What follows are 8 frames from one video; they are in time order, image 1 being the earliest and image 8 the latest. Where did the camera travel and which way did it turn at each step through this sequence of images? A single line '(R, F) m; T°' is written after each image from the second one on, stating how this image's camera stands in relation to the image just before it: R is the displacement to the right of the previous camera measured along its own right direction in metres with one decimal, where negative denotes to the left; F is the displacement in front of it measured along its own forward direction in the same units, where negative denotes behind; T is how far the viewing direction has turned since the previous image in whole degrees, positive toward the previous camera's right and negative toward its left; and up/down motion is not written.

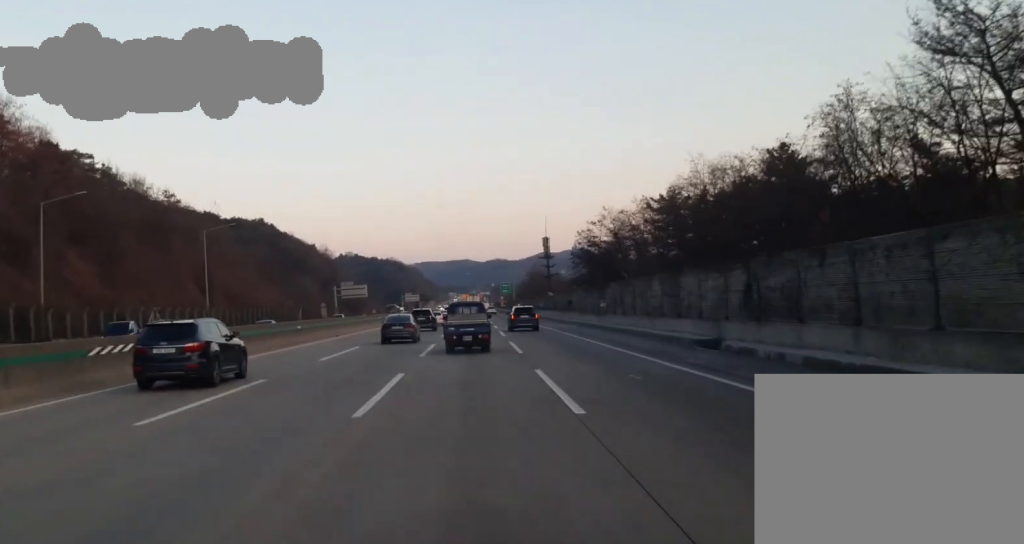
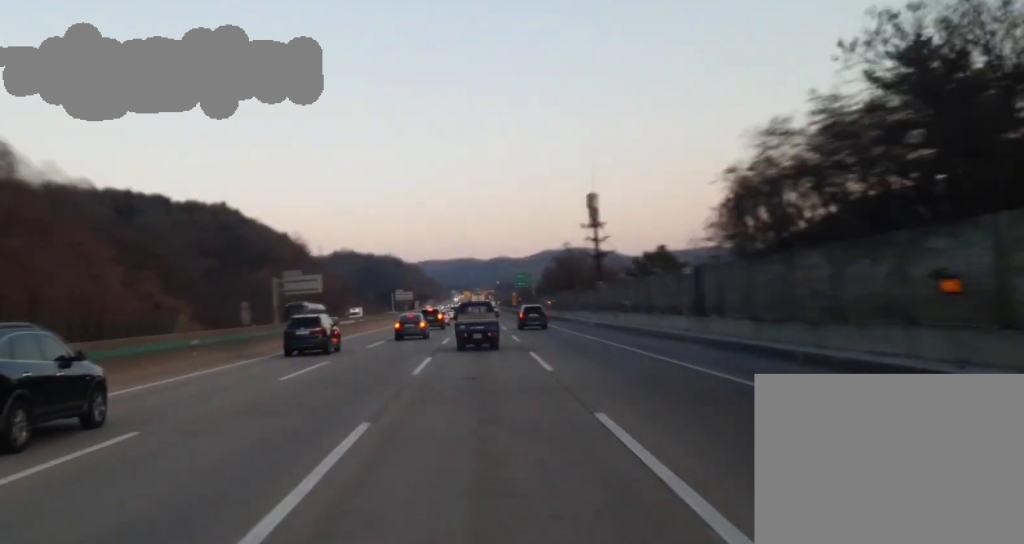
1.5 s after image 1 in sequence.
(0.0, +69.5) m; 0°
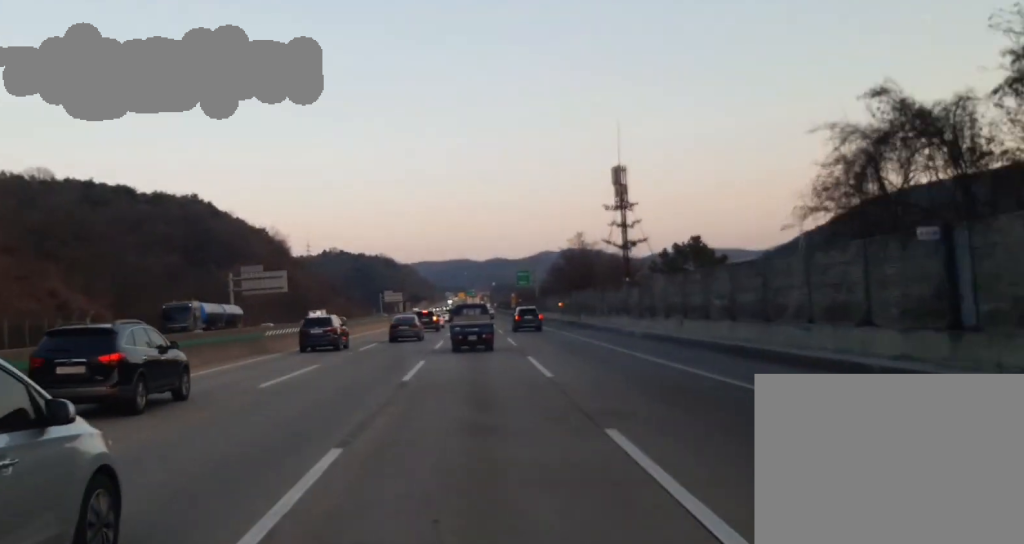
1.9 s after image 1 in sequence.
(-0.1, +22.1) m; 0°
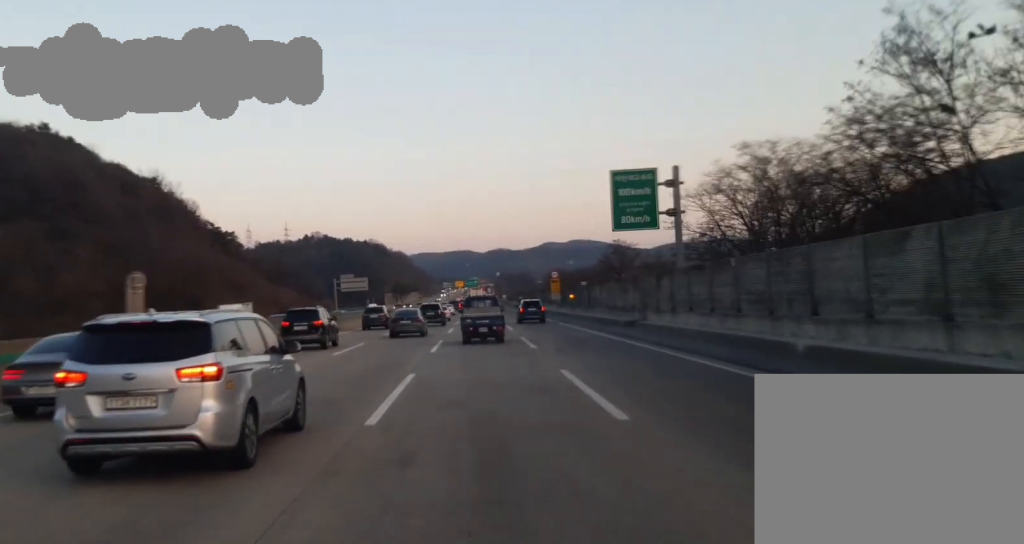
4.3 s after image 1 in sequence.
(-0.4, +112.1) m; 0°
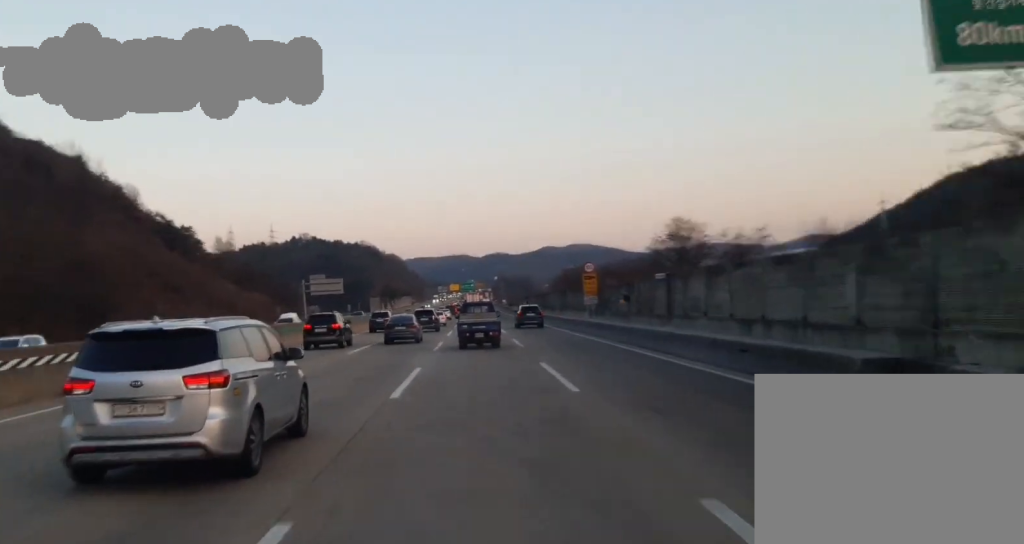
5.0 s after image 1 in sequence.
(0.0, +34.8) m; 0°
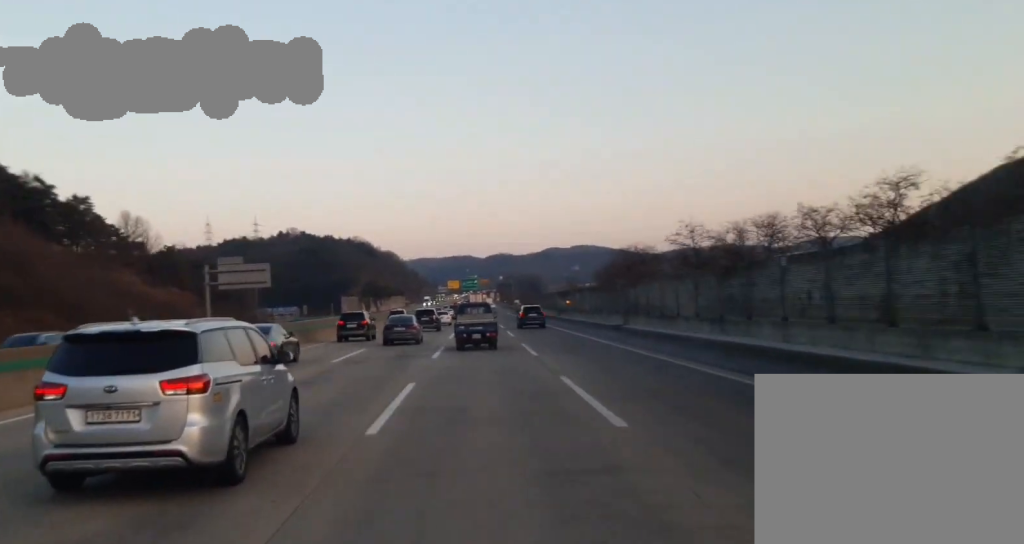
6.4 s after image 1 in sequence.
(0.0, +66.6) m; 0°
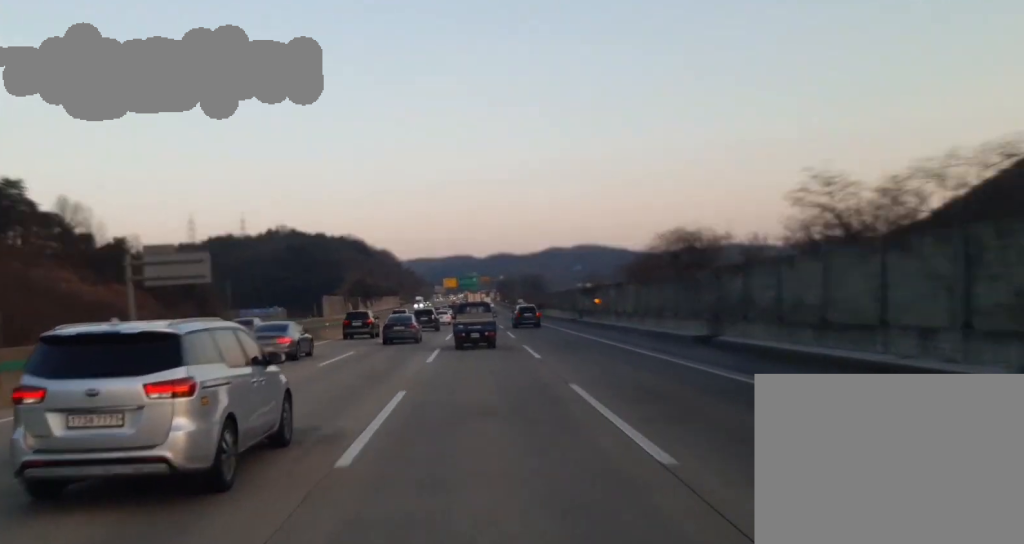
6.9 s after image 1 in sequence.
(+0.1, +23.8) m; 0°
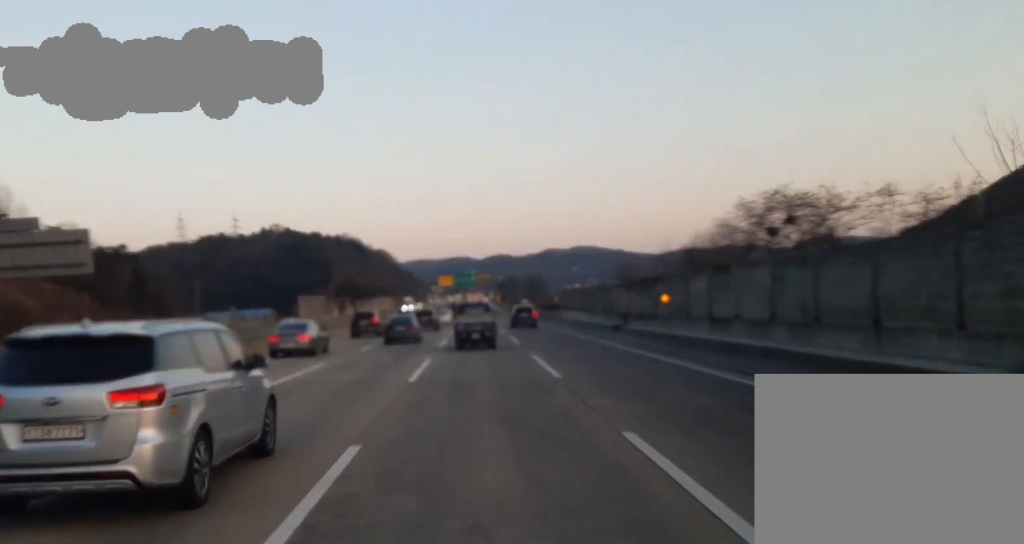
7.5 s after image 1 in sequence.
(+0.1, +28.6) m; 0°
